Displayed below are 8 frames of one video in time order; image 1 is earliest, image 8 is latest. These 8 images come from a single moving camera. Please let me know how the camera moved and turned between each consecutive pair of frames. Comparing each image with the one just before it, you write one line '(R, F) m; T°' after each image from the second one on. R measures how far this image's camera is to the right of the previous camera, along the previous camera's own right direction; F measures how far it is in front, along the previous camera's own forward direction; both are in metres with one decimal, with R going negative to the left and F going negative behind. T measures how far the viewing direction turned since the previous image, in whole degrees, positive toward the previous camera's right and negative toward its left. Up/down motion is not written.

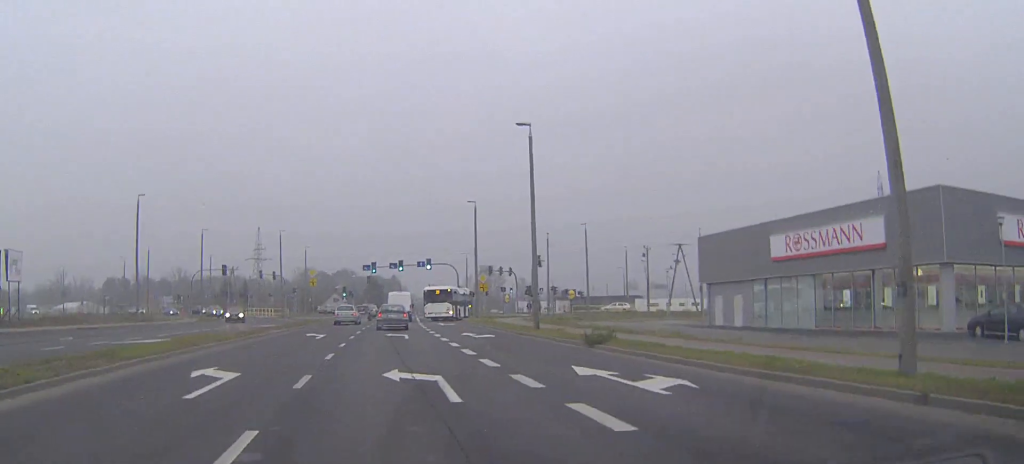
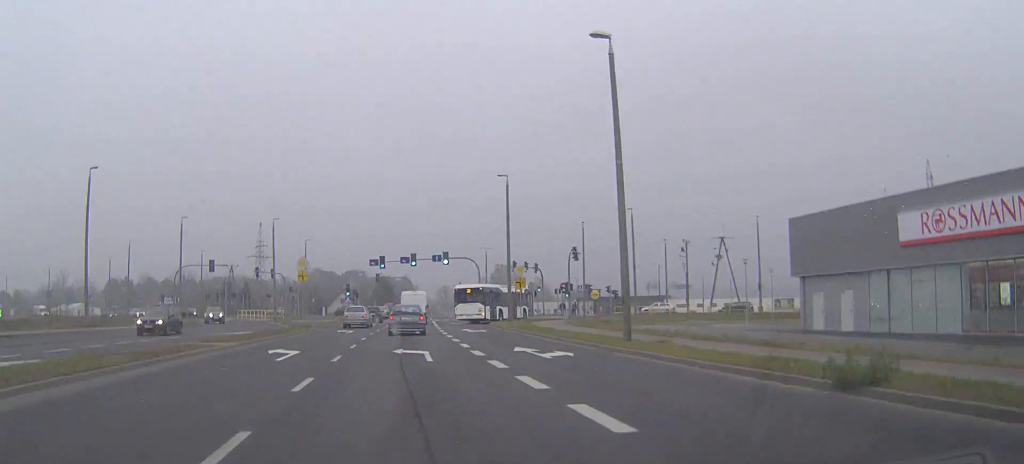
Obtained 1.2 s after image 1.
(-0.2, +12.2) m; -1°
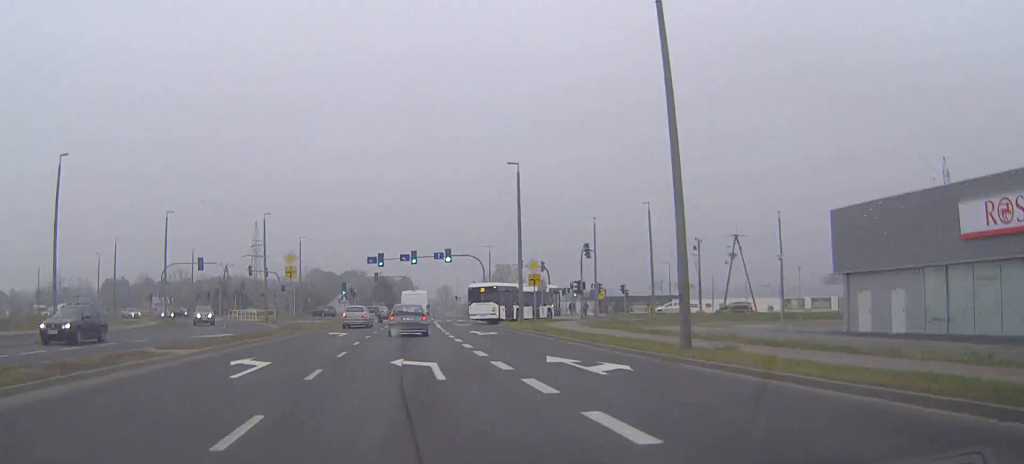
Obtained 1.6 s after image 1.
(0.0, +4.9) m; 0°
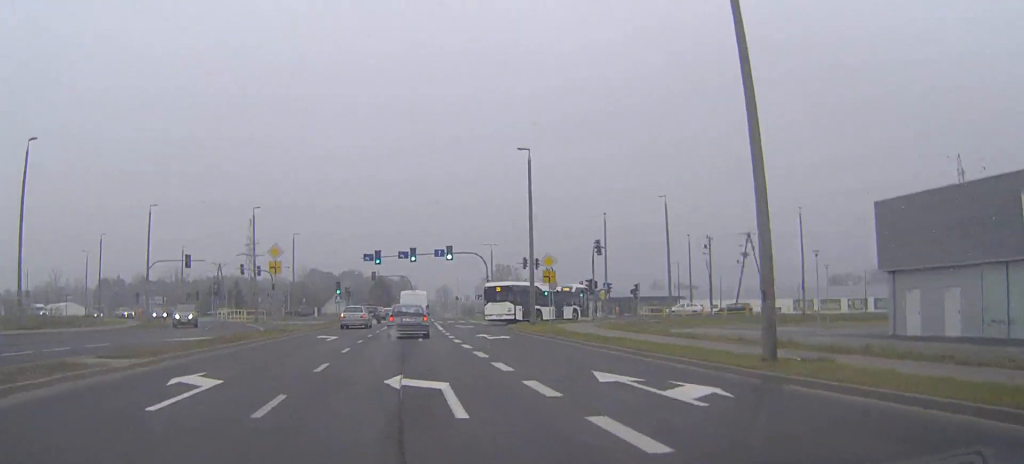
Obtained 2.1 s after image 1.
(0.0, +4.4) m; 0°
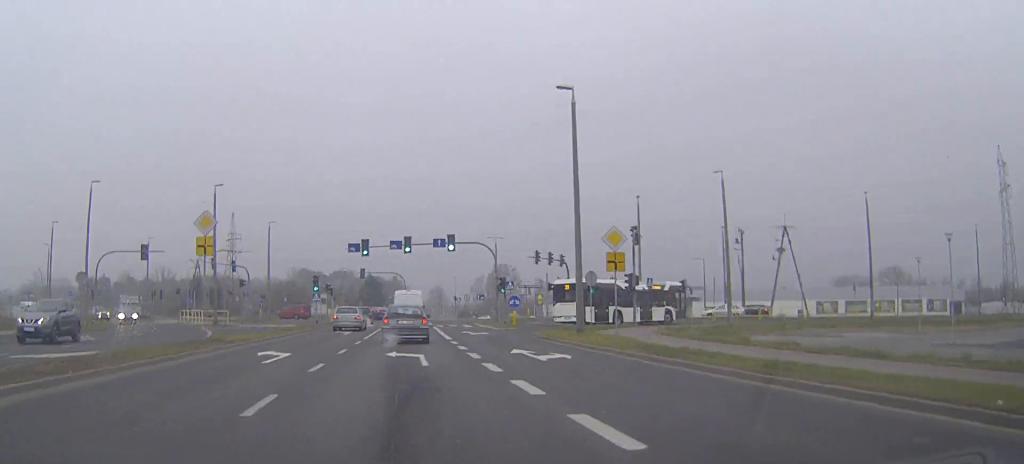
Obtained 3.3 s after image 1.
(0.0, +11.9) m; 0°
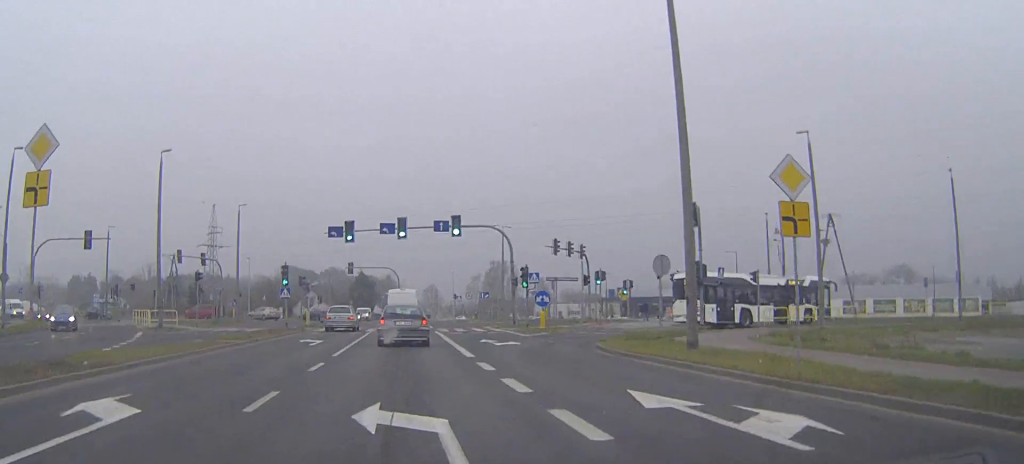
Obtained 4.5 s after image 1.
(0.0, +11.7) m; 0°
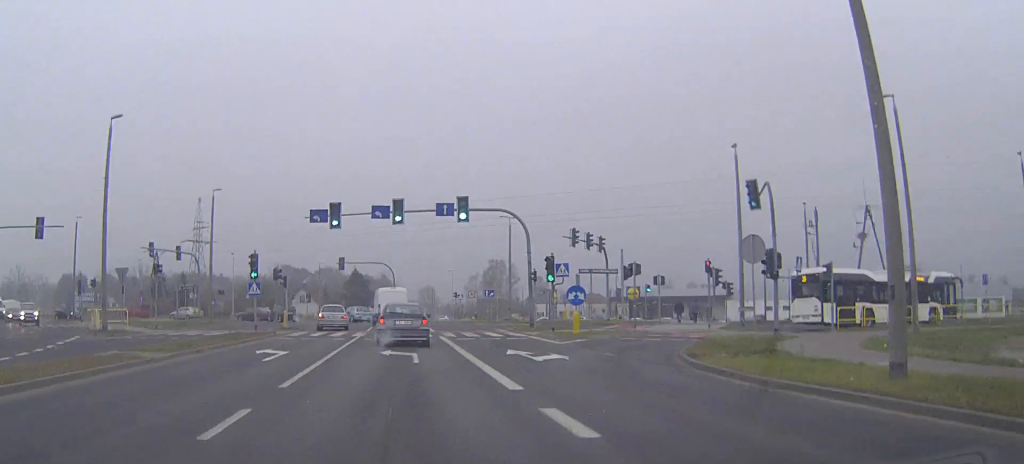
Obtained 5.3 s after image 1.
(0.0, +8.0) m; 0°
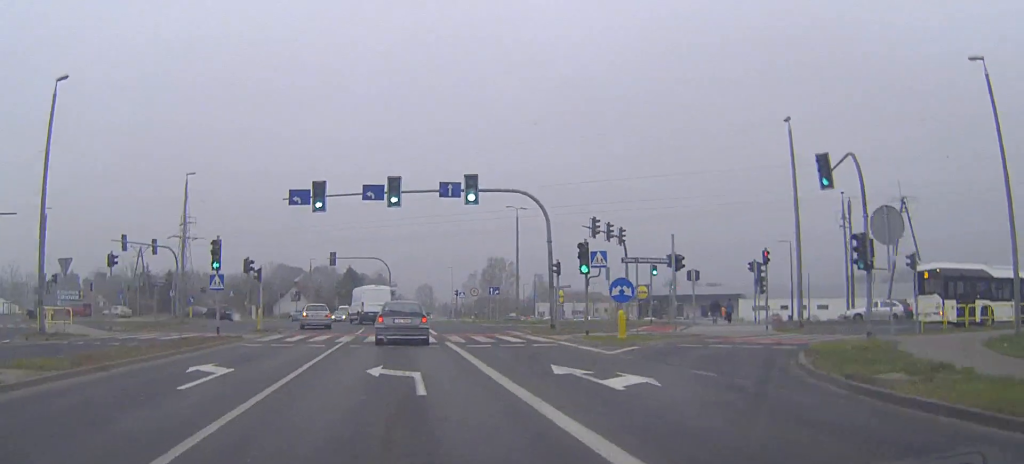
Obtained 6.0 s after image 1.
(0.0, +6.4) m; 0°
